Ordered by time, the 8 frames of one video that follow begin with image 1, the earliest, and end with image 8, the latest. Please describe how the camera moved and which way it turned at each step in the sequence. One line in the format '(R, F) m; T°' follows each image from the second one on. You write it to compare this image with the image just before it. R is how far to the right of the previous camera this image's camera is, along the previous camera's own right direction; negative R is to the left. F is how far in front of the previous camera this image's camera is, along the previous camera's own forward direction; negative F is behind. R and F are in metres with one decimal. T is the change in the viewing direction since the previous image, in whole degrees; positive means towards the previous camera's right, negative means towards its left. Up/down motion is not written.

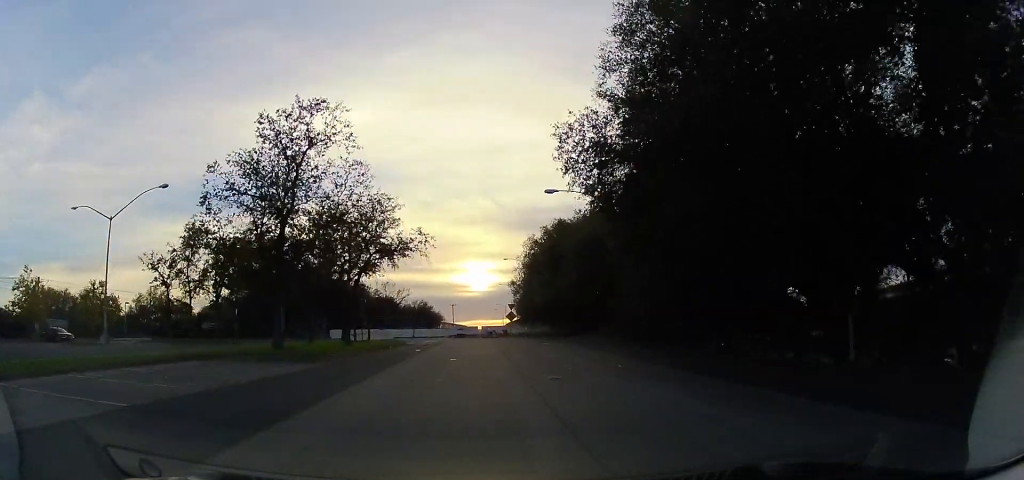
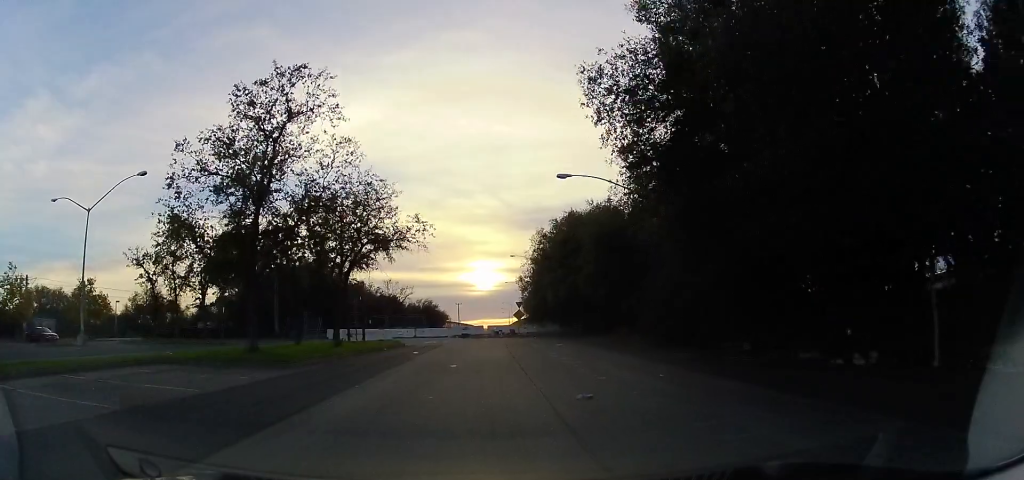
(-0.2, +3.4) m; -1°
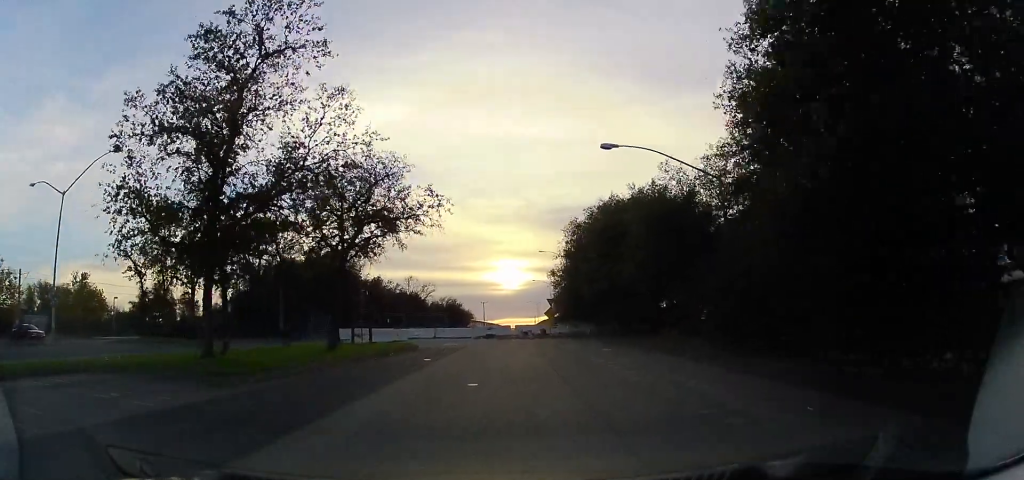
(0.0, +5.4) m; 0°
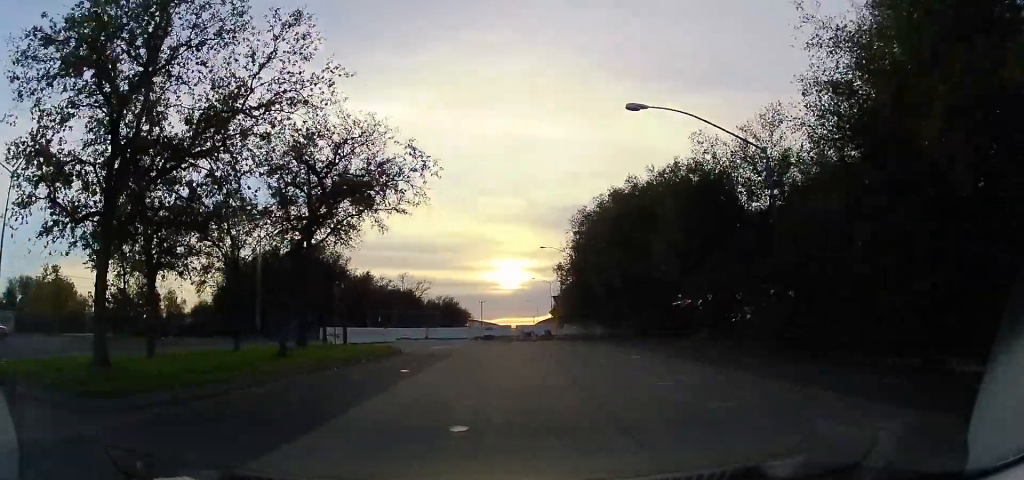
(+0.1, +4.9) m; +1°
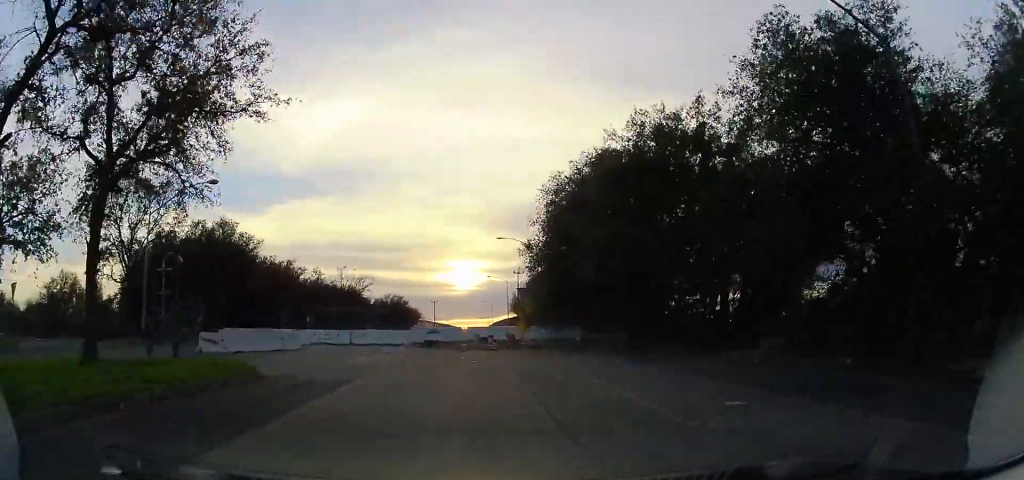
(0.0, +10.7) m; 0°
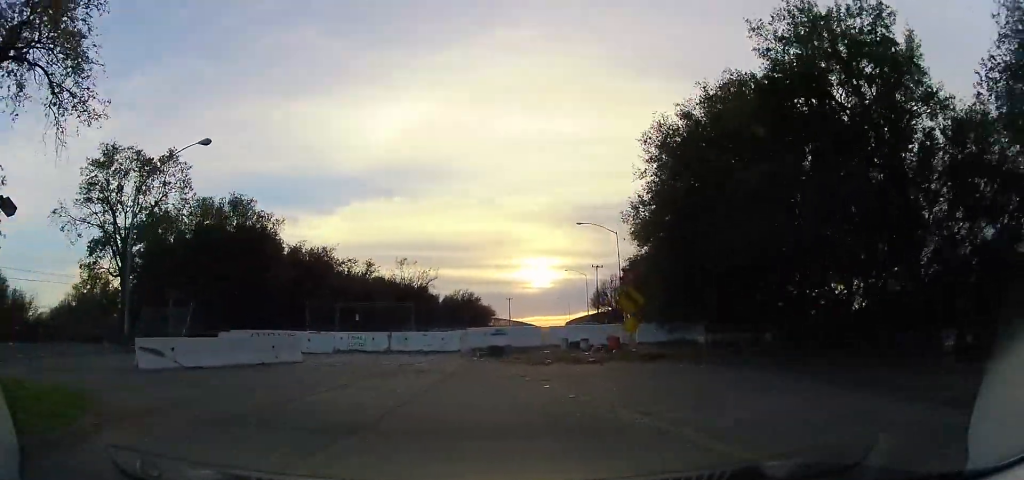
(-0.1, +8.8) m; -8°
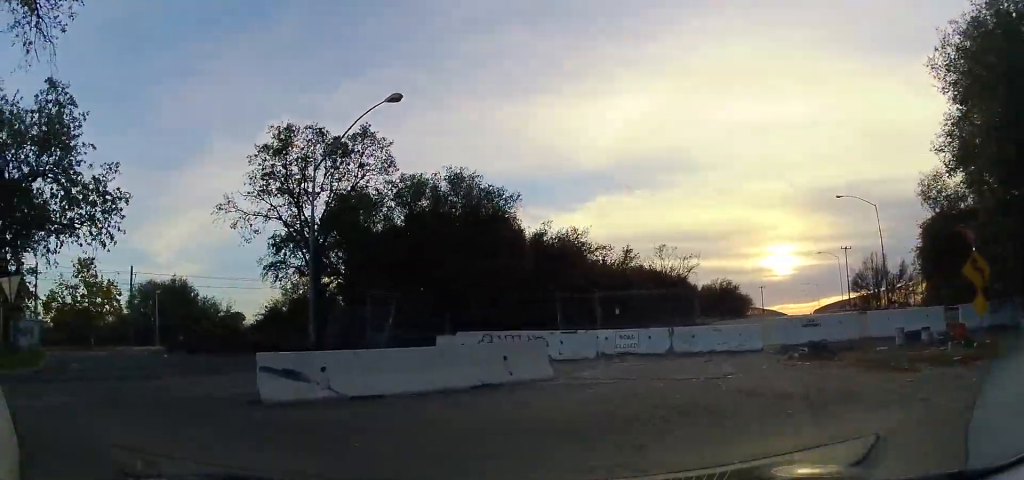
(-1.1, +6.4) m; -30°
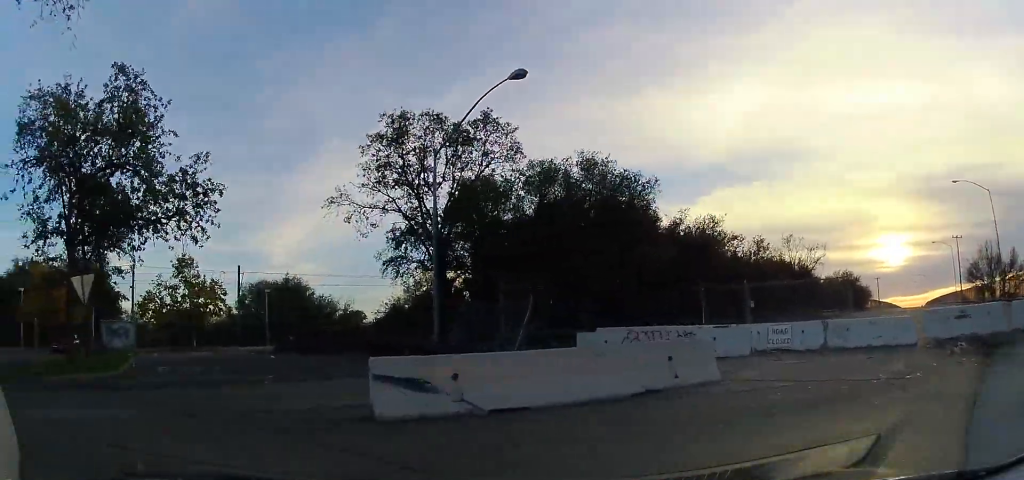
(-0.3, +1.9) m; -13°
